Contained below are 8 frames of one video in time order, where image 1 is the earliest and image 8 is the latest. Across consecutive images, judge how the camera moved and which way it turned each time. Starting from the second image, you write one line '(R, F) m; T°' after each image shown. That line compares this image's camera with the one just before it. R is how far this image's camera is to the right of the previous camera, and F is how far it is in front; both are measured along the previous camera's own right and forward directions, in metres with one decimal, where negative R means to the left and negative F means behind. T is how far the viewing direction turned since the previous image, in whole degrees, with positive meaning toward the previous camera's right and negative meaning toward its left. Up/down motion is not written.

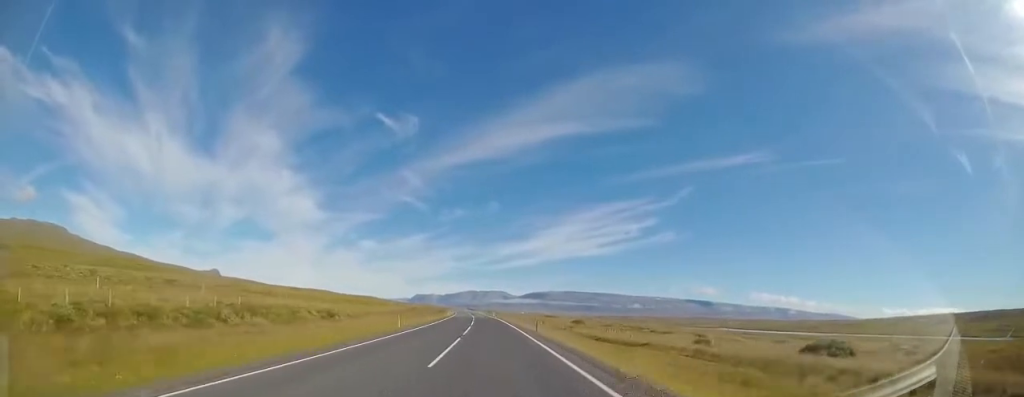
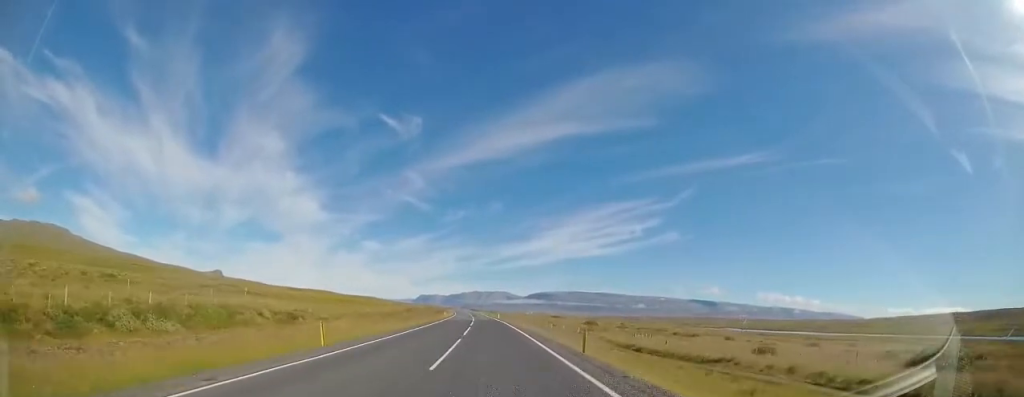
(-0.3, +12.5) m; -1°
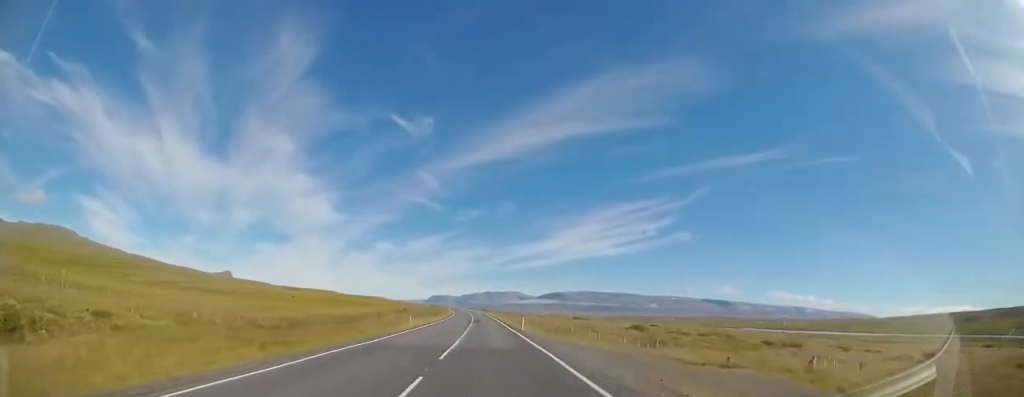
(-0.5, +34.3) m; -3°
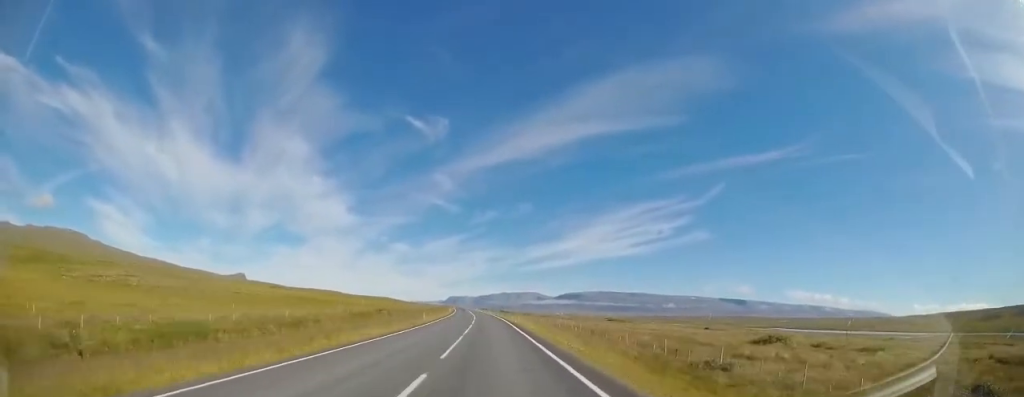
(-0.6, +44.7) m; -1°
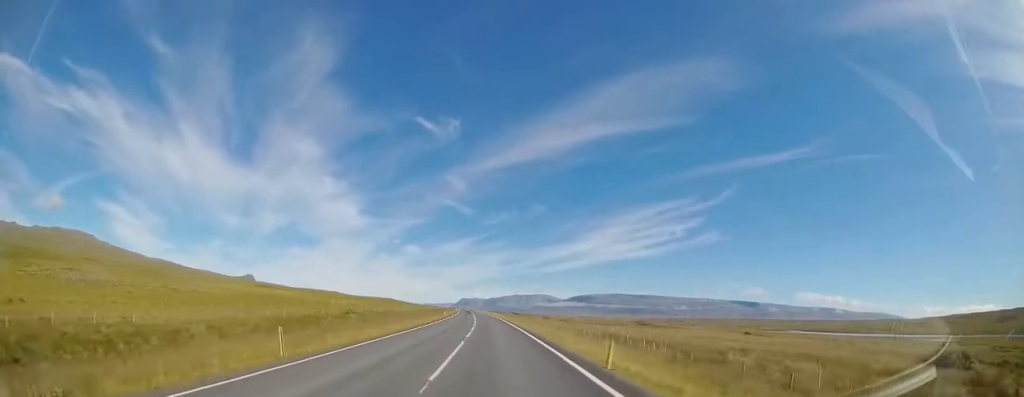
(-0.3, +27.0) m; -1°
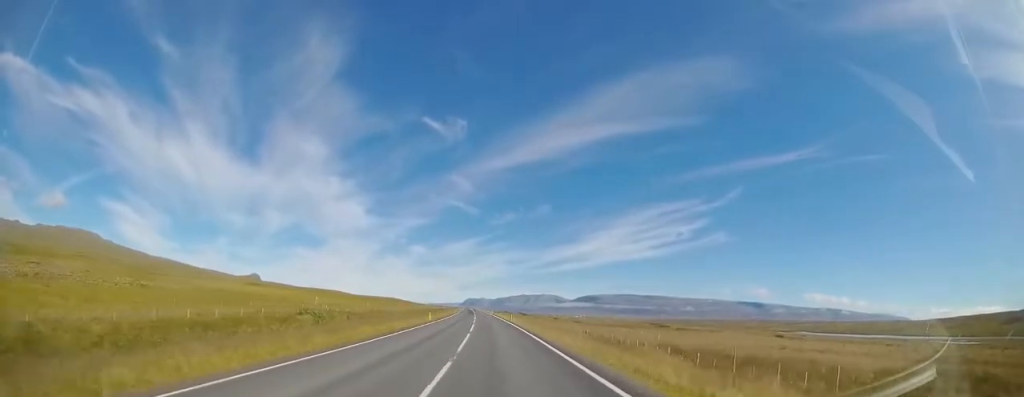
(-0.1, +18.2) m; -1°
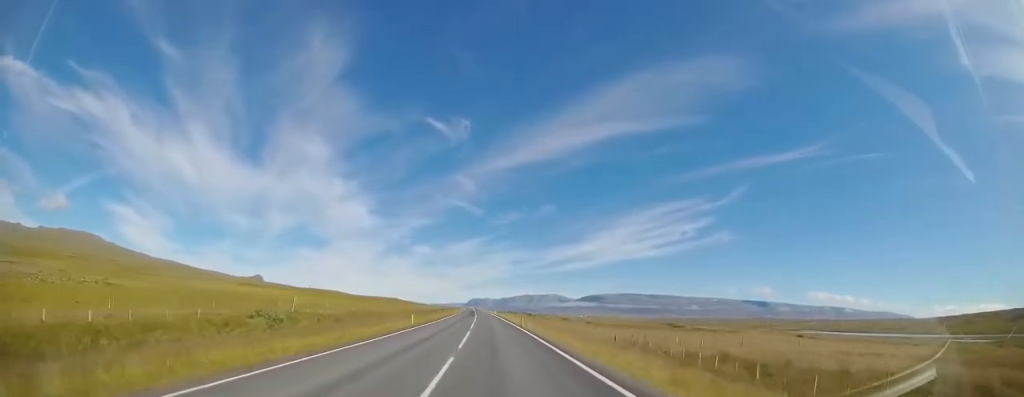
(0.0, +11.0) m; -1°
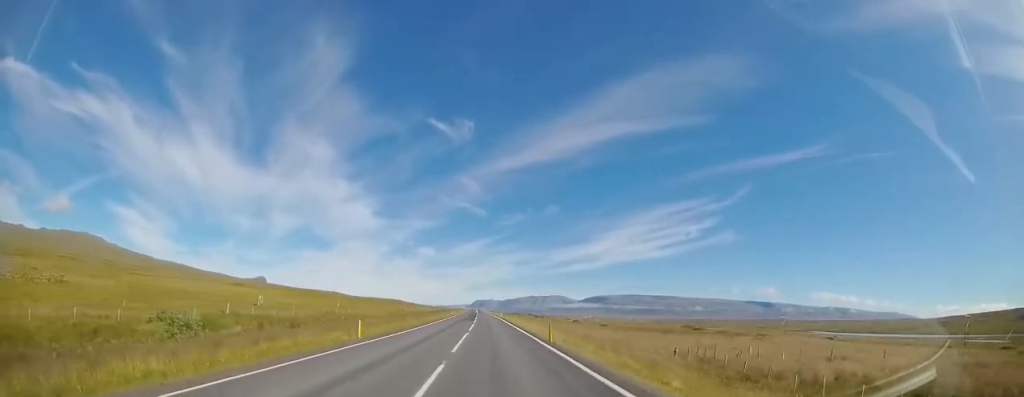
(-0.1, +13.4) m; -1°
